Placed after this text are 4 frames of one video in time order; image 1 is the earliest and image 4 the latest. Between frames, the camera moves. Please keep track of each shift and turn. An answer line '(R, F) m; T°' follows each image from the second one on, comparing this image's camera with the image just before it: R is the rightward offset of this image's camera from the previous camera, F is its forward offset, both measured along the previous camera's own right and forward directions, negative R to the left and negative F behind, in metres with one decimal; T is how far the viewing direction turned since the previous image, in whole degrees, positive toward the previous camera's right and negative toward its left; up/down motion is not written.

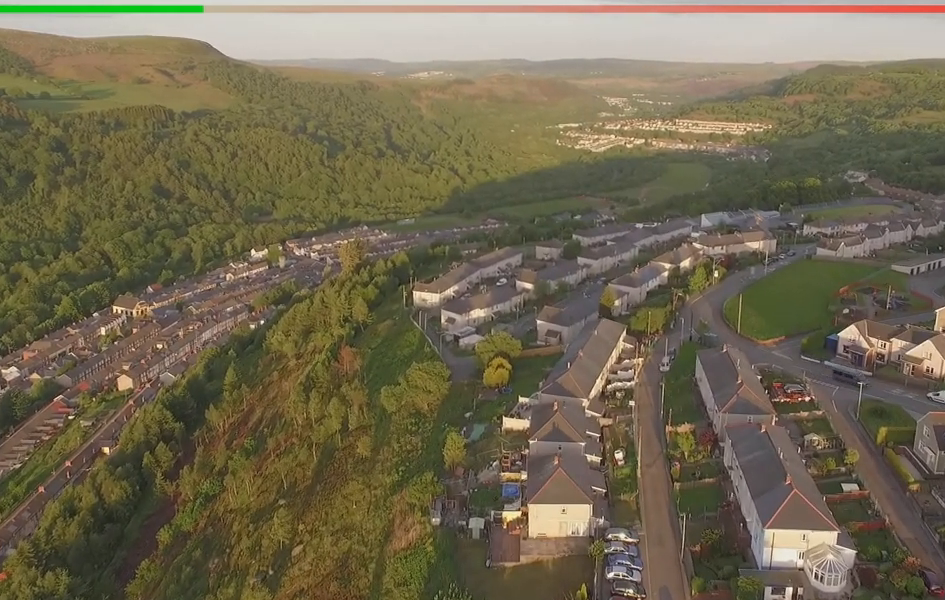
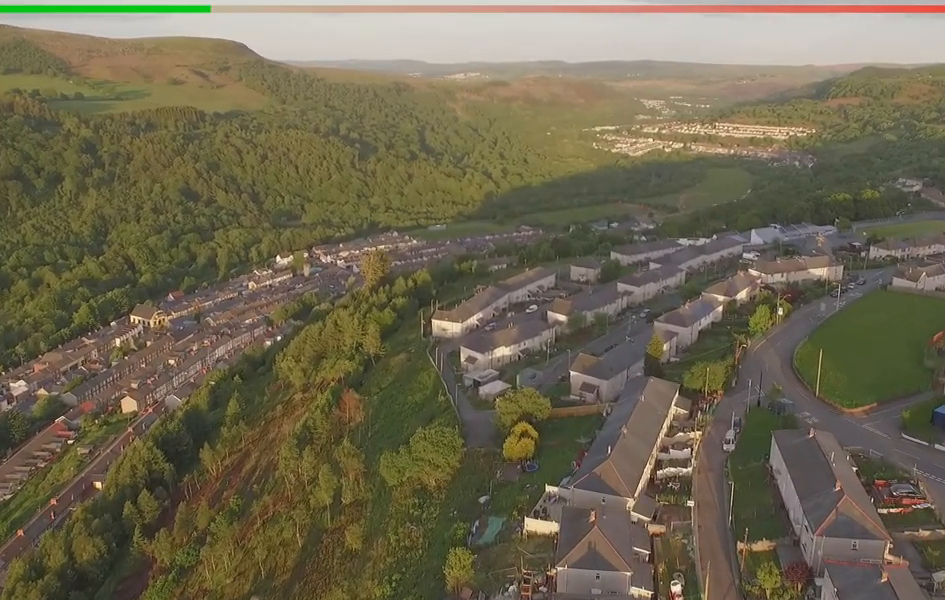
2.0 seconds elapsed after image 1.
(-0.1, +29.1) m; +1°
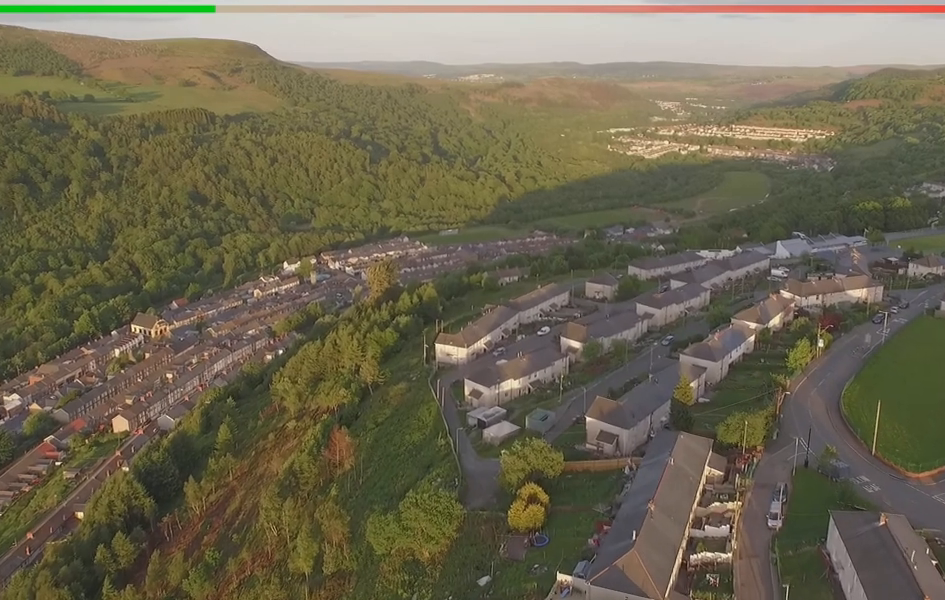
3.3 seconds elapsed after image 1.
(+0.4, +18.3) m; +3°
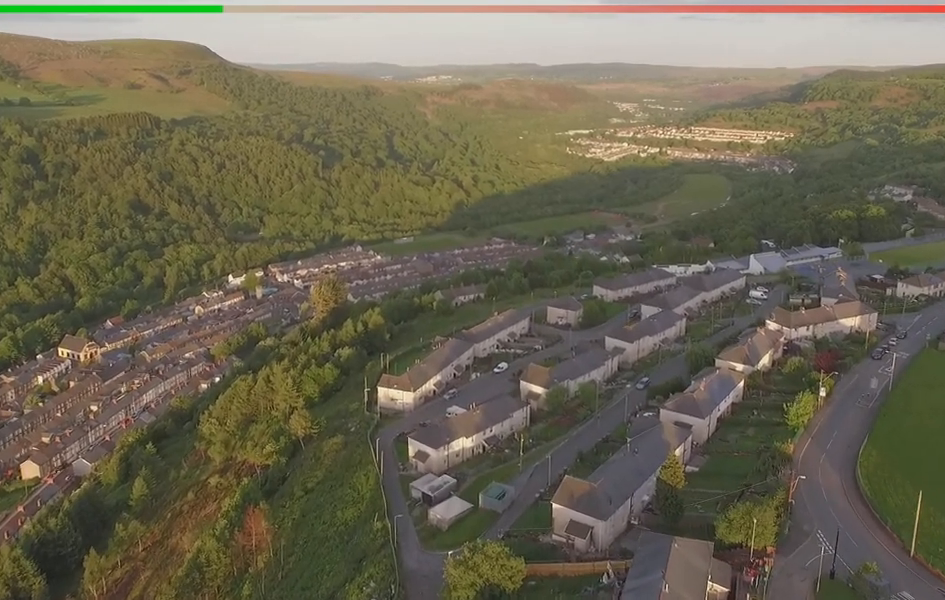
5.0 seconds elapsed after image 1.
(+0.8, +27.7) m; +2°
